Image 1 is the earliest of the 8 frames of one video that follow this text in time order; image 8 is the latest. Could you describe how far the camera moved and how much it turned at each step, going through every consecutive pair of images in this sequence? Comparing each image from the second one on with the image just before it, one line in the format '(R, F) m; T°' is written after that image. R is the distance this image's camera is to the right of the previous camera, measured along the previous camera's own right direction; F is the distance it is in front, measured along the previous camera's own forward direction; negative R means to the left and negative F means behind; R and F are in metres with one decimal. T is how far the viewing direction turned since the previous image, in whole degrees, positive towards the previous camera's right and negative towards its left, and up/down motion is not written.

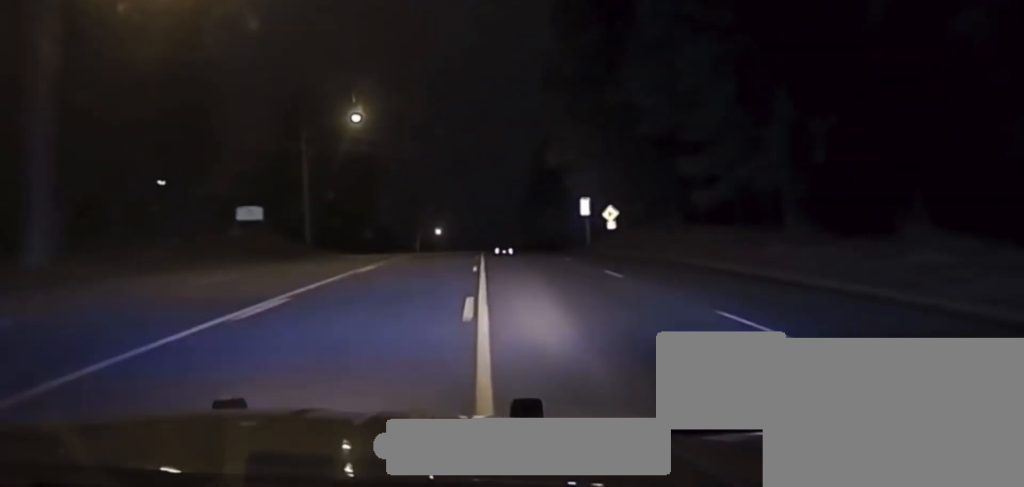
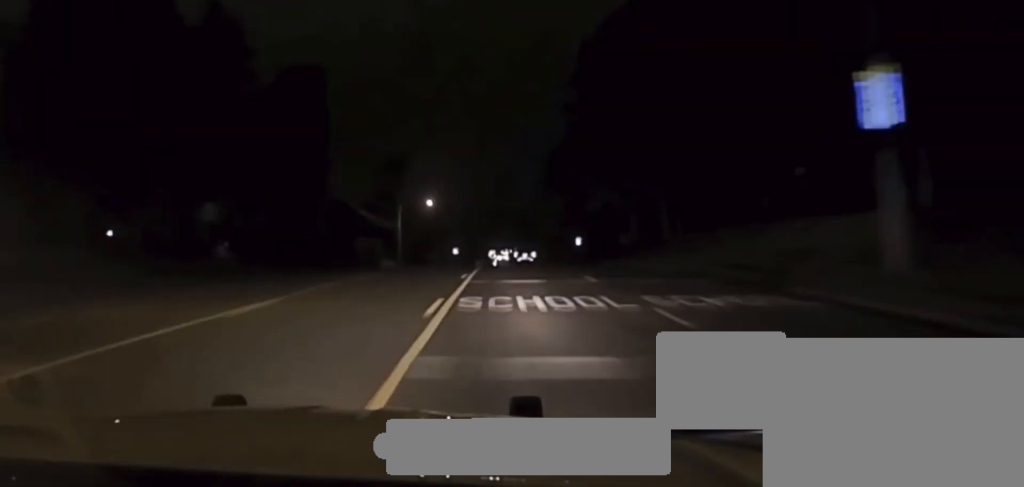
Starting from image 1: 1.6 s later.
(-0.6, +49.3) m; -2°
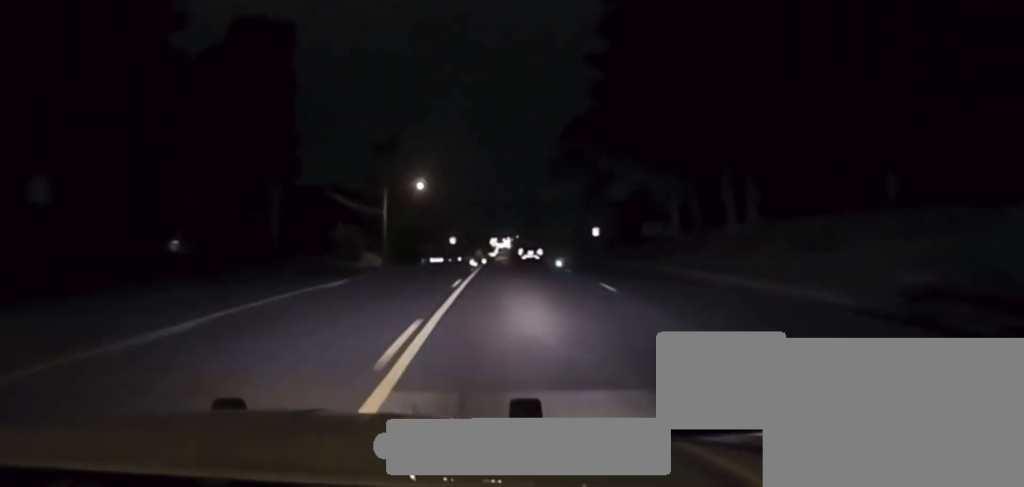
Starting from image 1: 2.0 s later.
(-0.1, +17.1) m; 0°
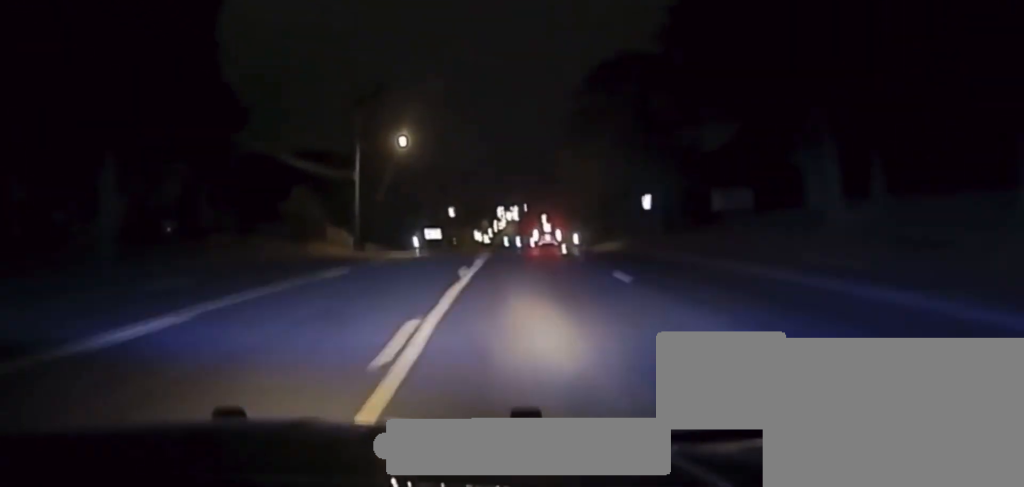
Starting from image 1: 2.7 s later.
(-0.1, +24.0) m; 0°
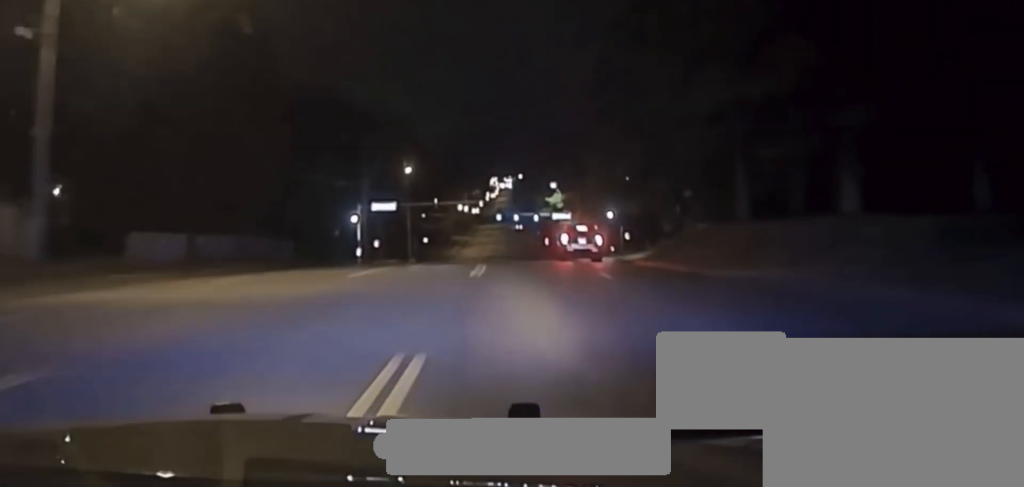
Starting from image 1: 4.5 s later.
(+0.2, +70.9) m; 0°
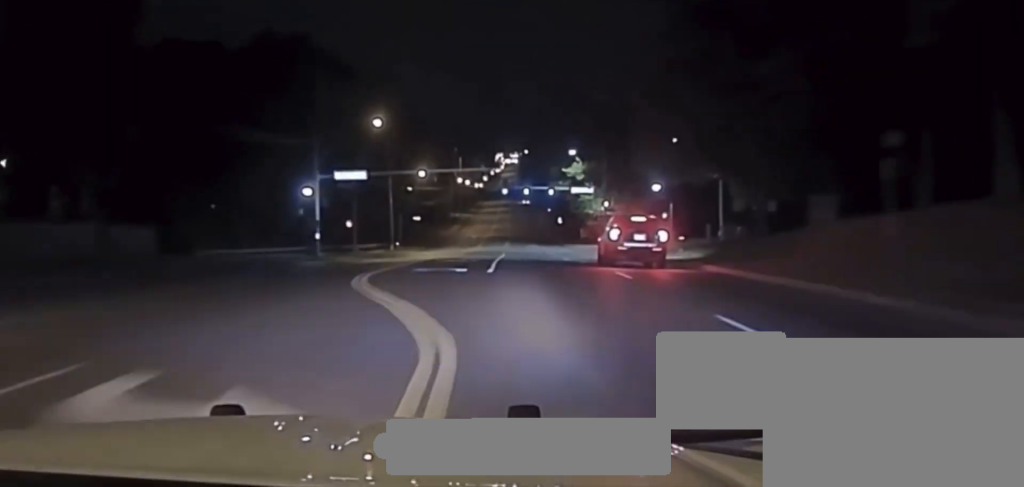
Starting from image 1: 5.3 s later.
(0.0, +27.0) m; 0°
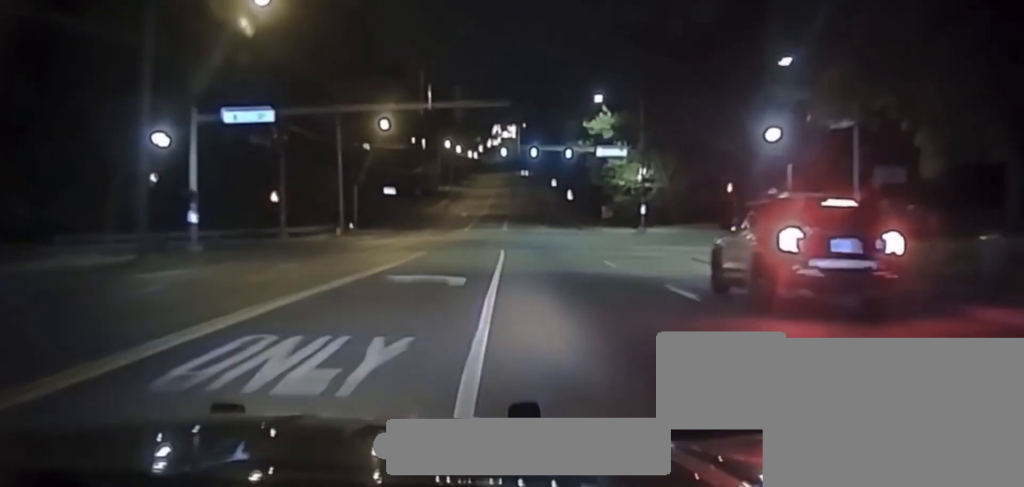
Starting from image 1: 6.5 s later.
(-0.2, +27.2) m; -1°
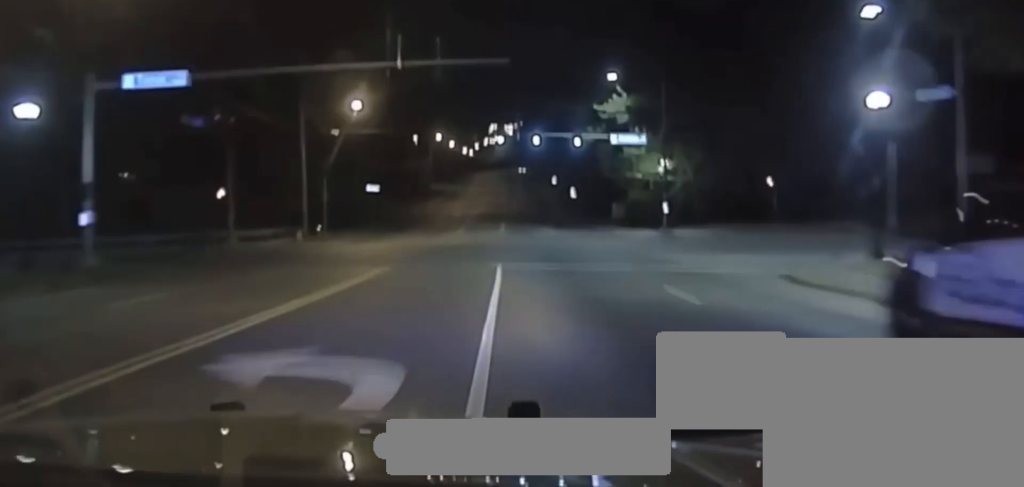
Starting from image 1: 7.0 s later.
(0.0, +9.6) m; 0°
